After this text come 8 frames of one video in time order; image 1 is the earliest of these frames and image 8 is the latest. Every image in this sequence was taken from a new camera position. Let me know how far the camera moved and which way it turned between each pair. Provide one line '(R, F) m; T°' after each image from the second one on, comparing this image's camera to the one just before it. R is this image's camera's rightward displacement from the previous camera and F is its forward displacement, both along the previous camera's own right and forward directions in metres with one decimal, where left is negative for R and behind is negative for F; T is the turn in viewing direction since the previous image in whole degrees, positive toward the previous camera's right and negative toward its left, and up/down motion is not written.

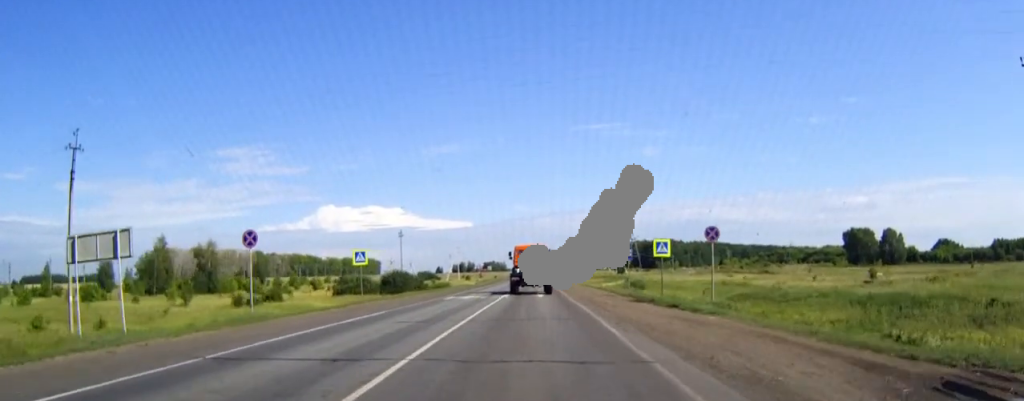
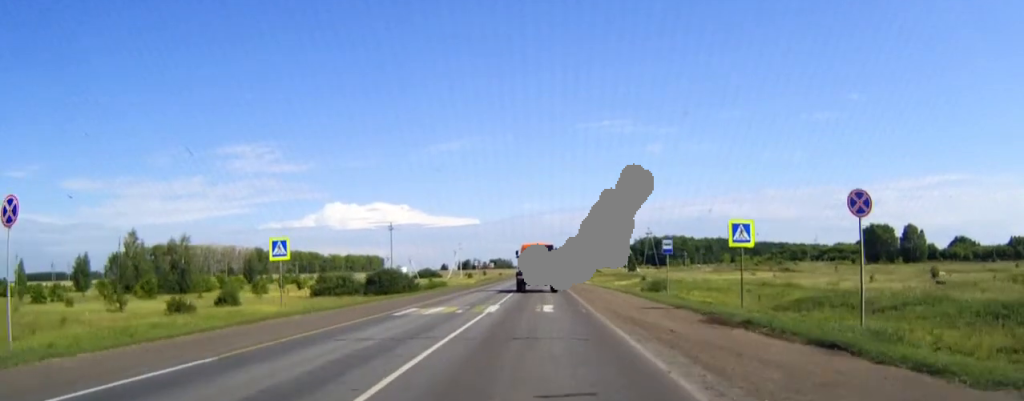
(0.0, +15.1) m; 0°
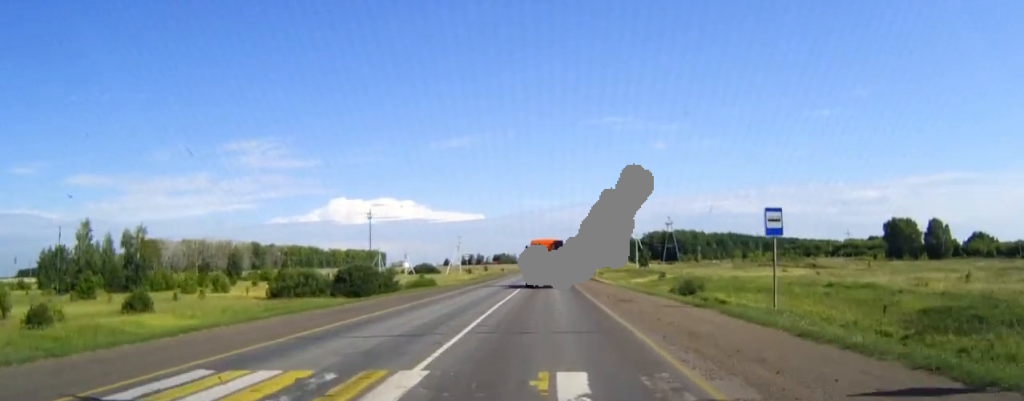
(-0.1, +18.8) m; -1°
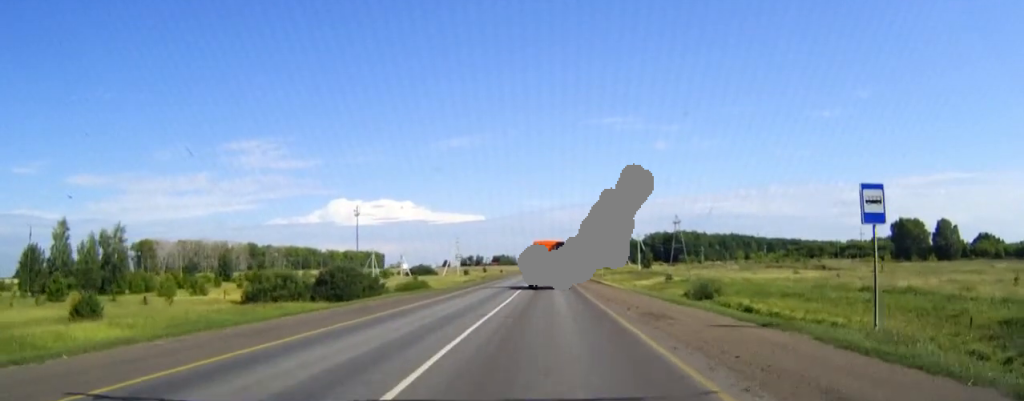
(0.0, +7.5) m; 0°
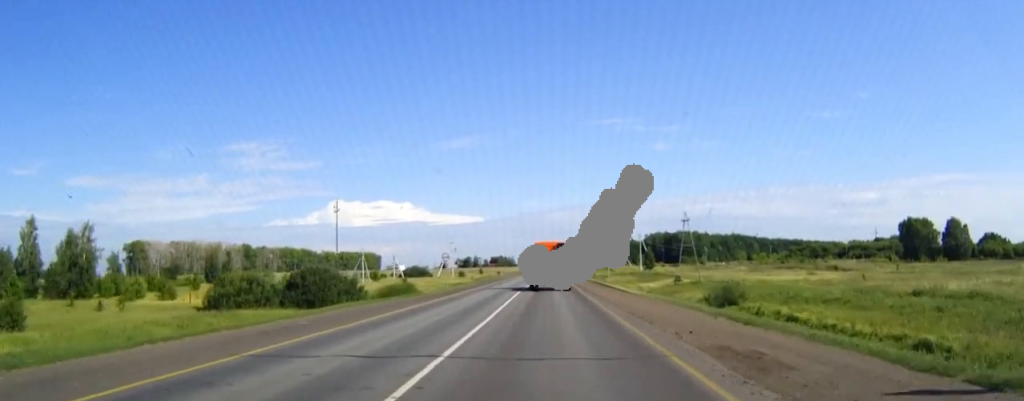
(0.0, +9.3) m; 0°
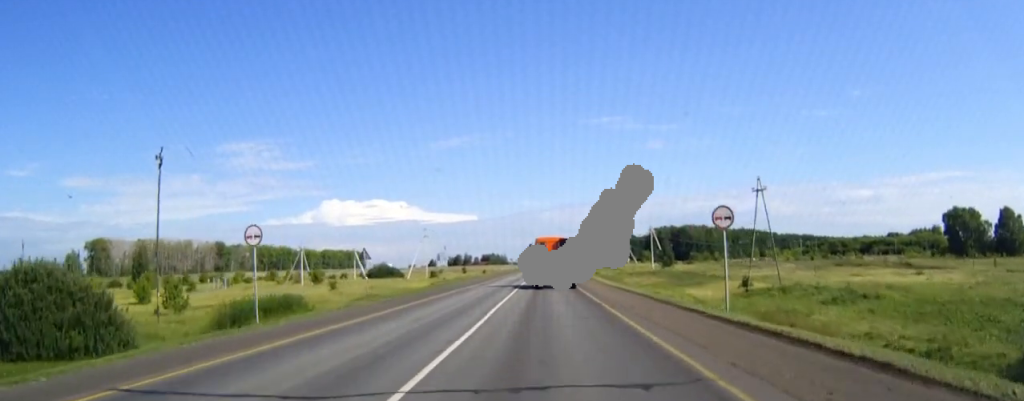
(+0.3, +43.3) m; +1°
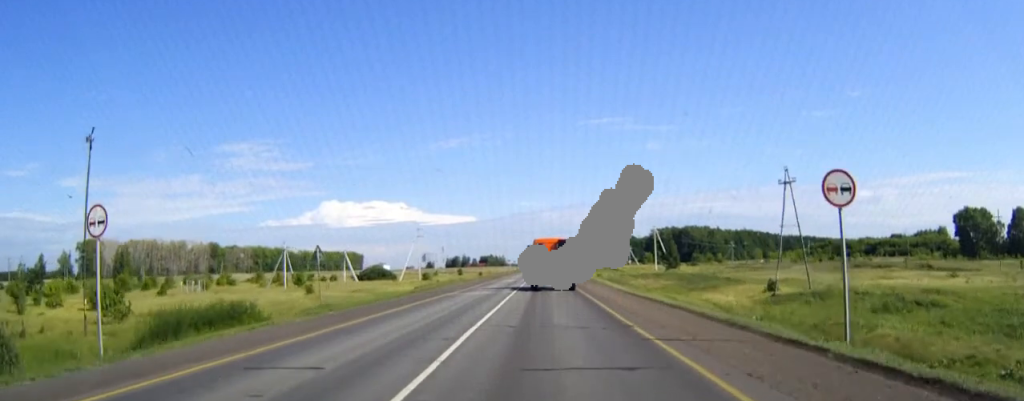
(0.0, +9.1) m; 0°
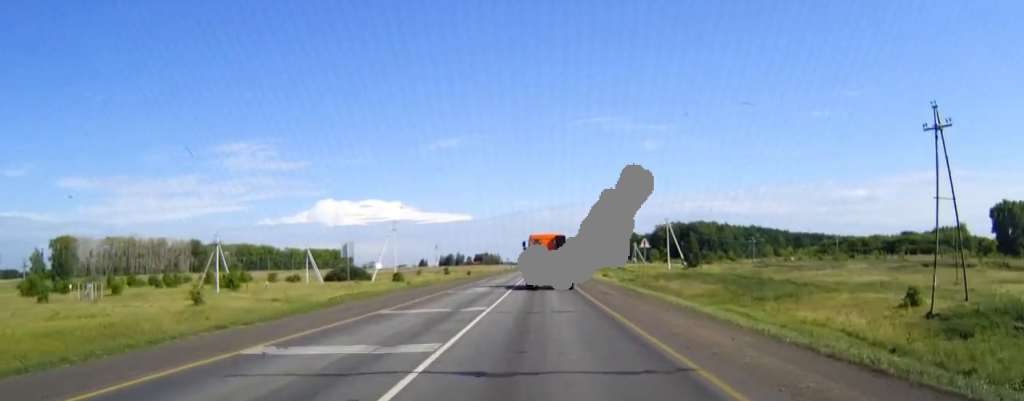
(+0.1, +27.9) m; 0°
